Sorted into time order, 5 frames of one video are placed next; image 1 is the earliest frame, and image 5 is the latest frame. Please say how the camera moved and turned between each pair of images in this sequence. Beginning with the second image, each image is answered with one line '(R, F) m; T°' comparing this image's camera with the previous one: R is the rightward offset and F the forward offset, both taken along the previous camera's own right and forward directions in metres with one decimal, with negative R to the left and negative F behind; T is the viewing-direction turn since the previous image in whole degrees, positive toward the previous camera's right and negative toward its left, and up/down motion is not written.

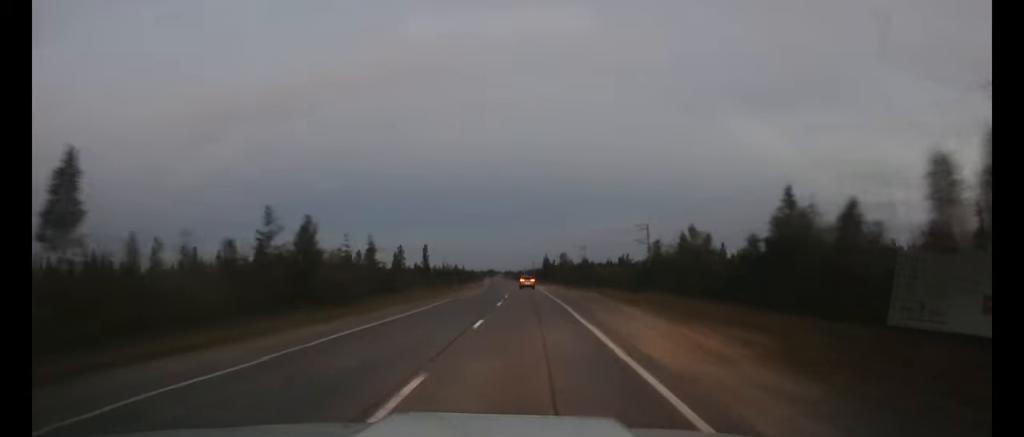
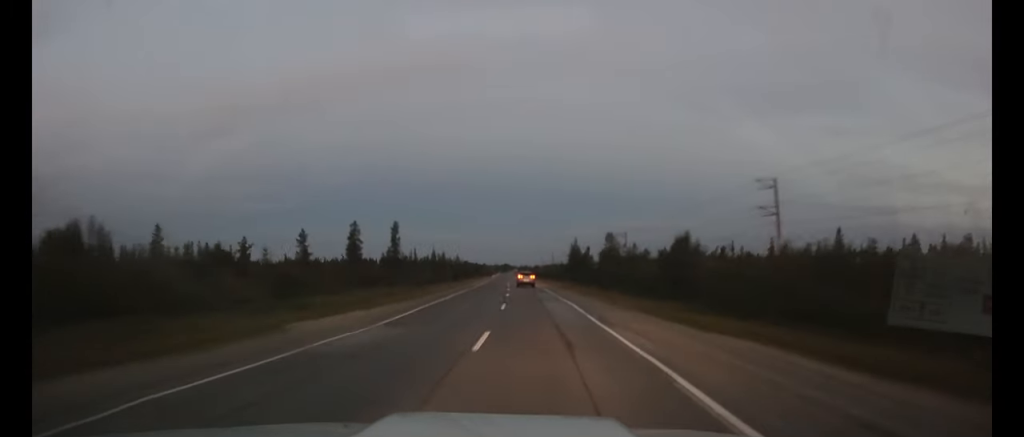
(-0.7, +52.5) m; -2°
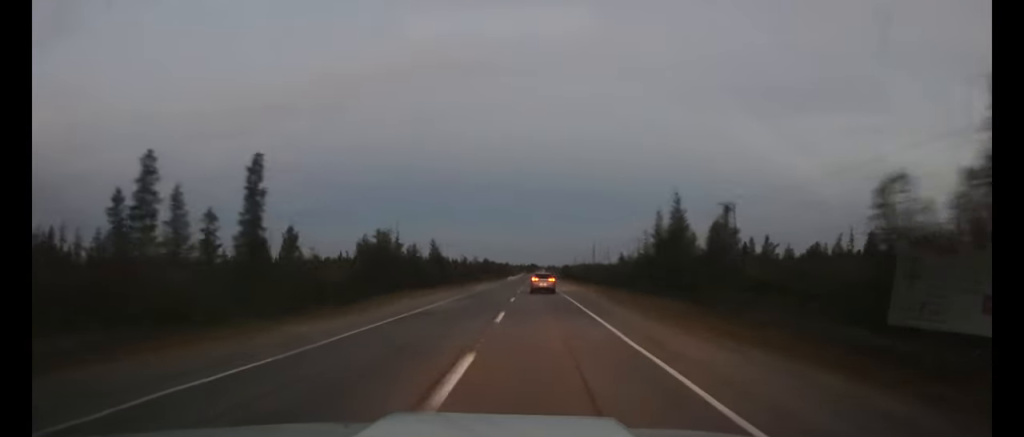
(-1.0, +63.2) m; -2°
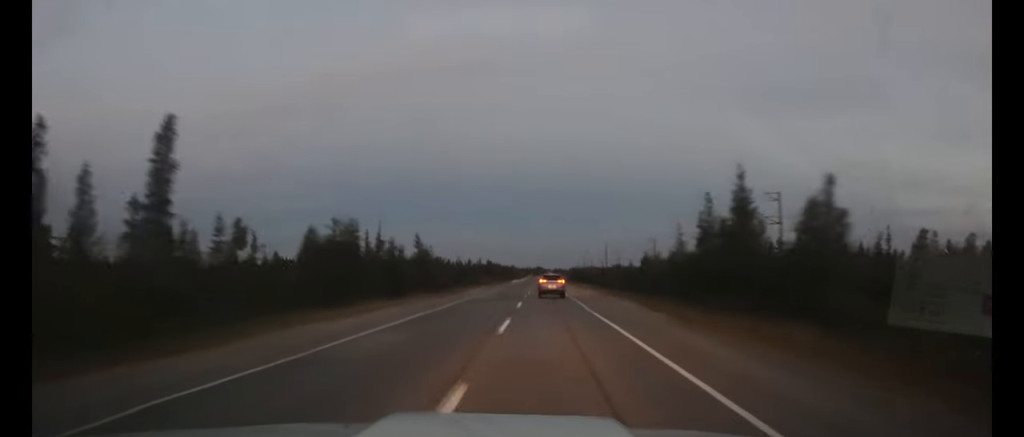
(0.0, +13.9) m; -1°
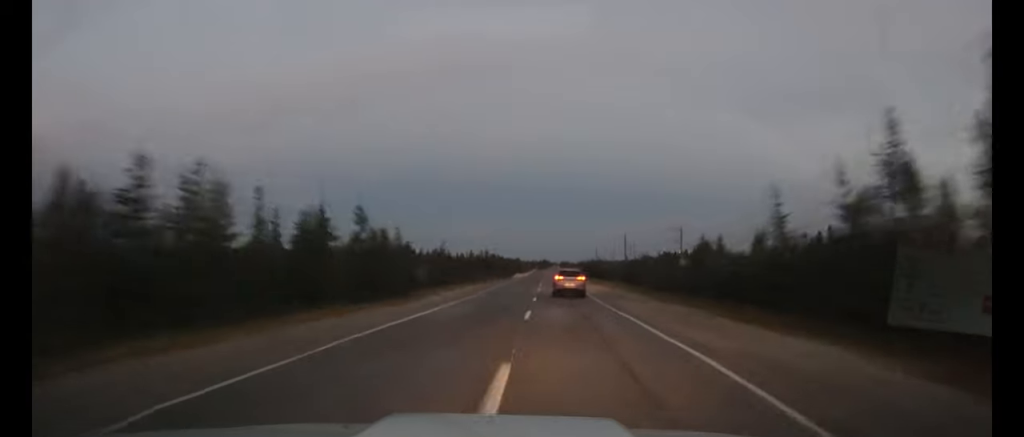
(-0.2, +22.8) m; -1°
